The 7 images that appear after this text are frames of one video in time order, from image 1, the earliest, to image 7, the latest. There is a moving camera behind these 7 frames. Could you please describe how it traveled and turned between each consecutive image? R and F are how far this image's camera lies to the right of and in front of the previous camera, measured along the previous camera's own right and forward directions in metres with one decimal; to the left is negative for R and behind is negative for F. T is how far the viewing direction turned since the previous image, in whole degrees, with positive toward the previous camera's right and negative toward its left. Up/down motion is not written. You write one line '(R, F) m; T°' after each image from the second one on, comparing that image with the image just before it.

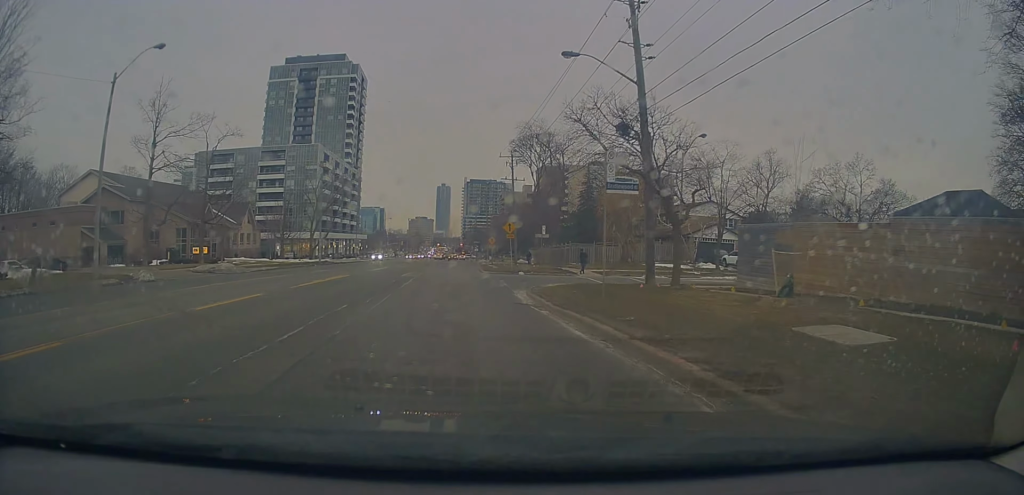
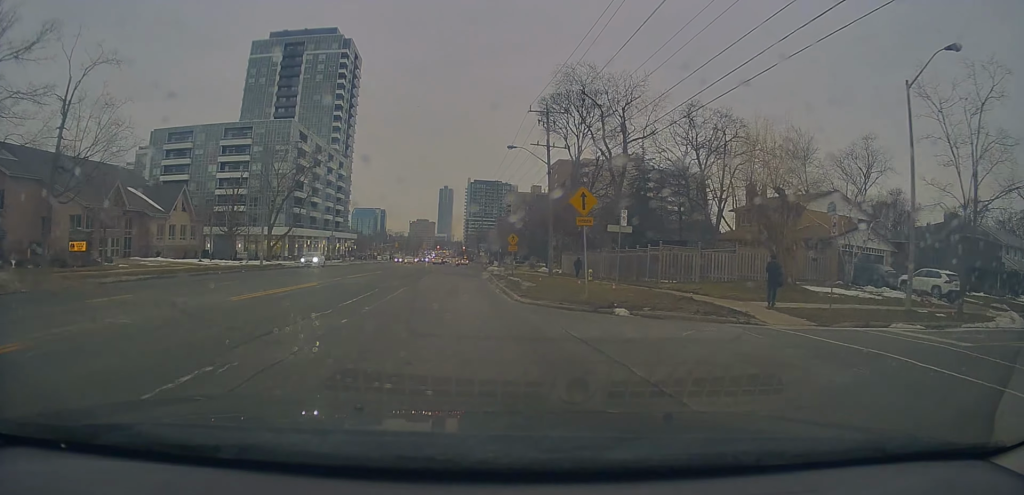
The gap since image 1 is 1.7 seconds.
(+0.5, +22.9) m; +1°
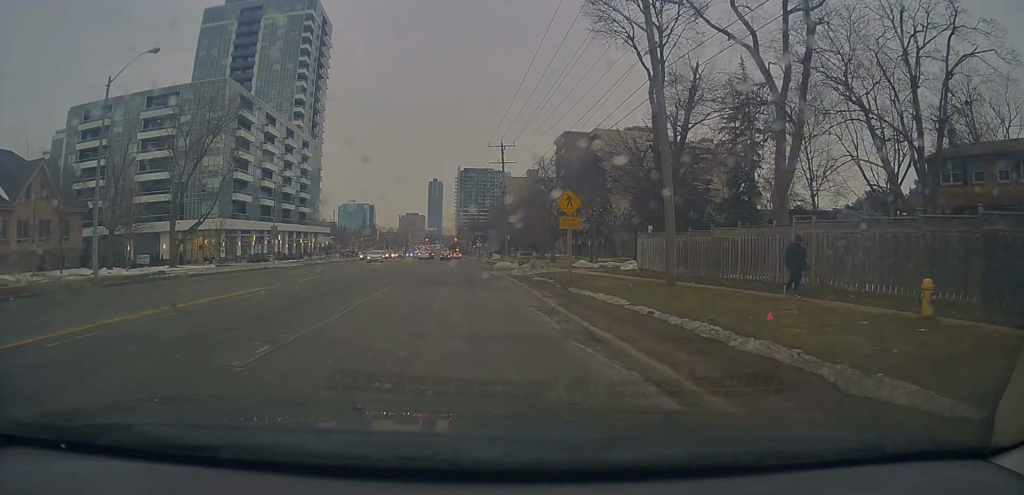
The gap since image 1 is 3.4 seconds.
(+0.2, +24.9) m; 0°
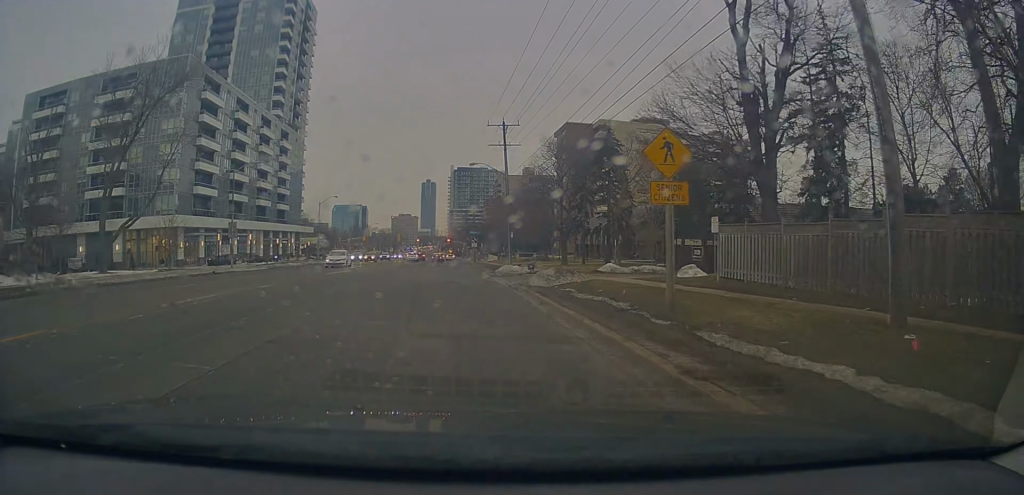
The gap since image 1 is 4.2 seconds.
(-0.5, +11.0) m; -2°
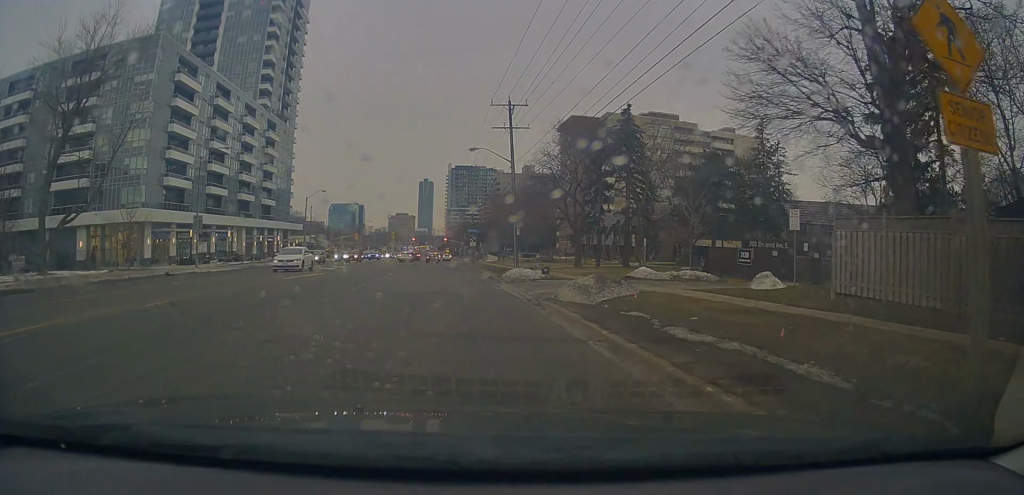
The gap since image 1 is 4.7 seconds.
(-0.1, +7.8) m; 0°
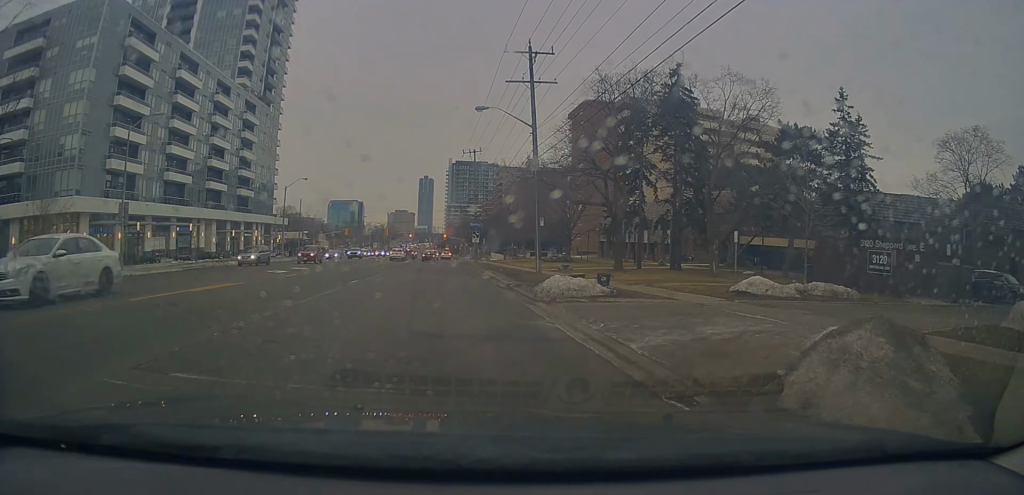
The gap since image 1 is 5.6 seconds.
(+0.1, +12.4) m; +2°
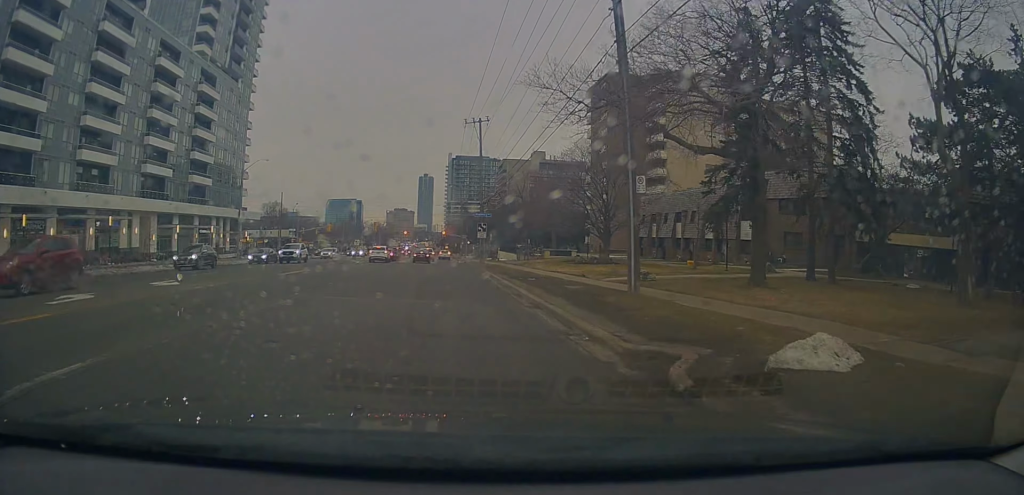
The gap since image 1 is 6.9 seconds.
(+0.4, +18.0) m; +1°
